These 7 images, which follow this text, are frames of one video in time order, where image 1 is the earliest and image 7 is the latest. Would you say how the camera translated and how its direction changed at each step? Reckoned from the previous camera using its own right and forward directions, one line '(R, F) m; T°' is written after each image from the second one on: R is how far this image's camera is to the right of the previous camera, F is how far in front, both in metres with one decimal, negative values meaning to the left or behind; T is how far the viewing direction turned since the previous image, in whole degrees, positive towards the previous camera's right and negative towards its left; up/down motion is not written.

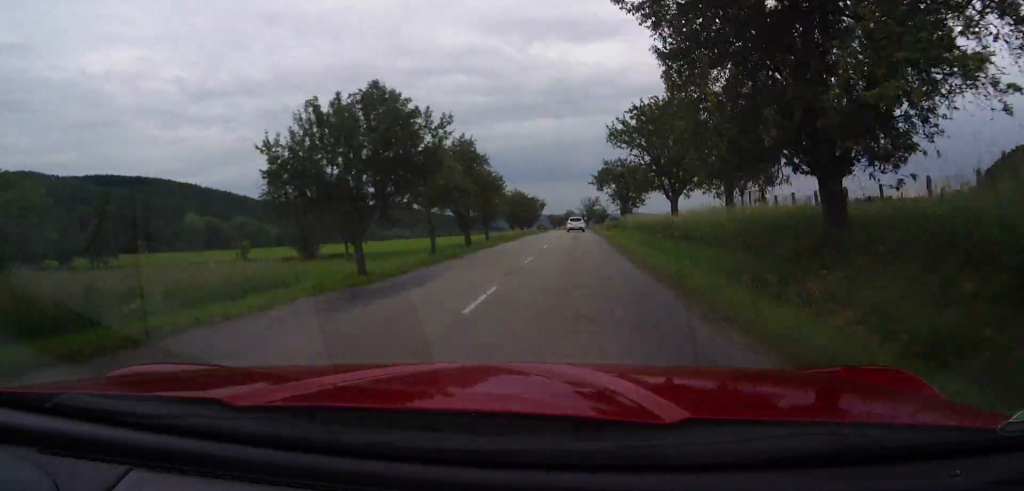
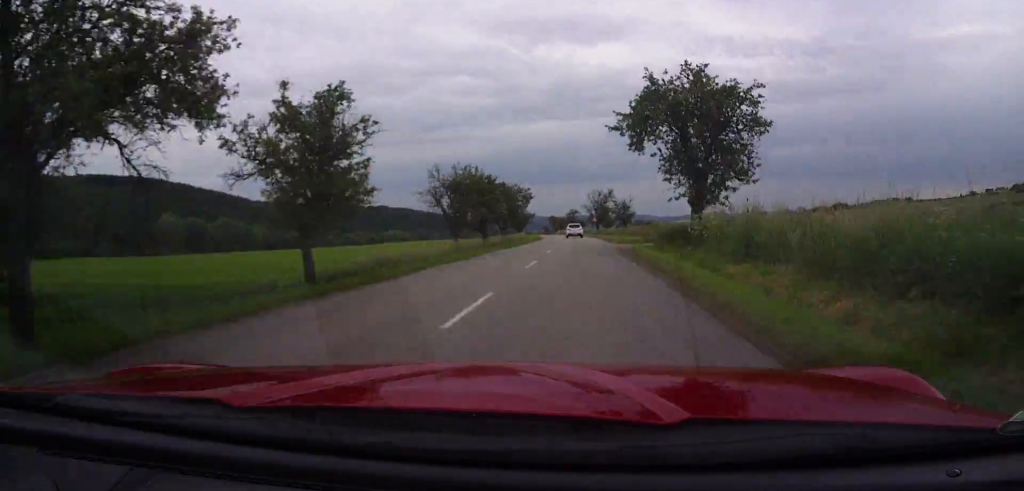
(-0.1, +37.4) m; 0°
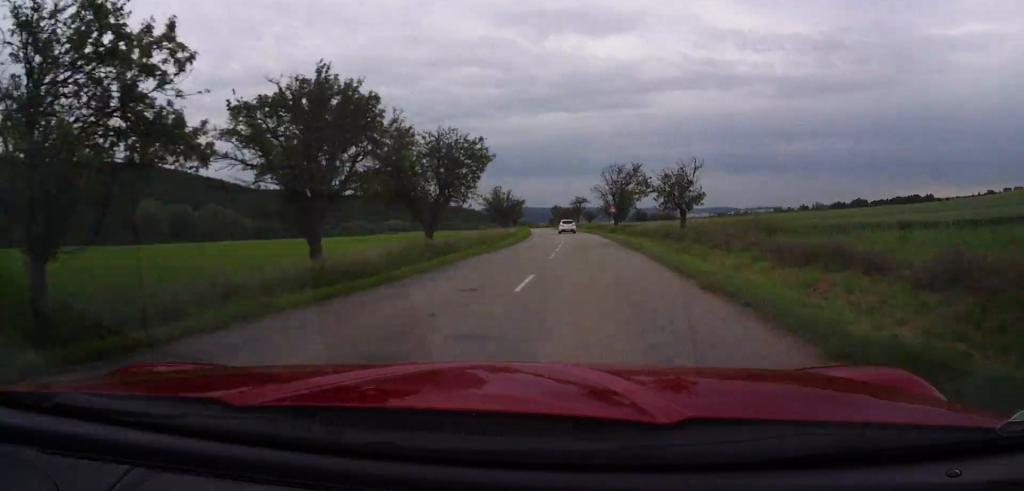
(+0.1, +33.0) m; -1°
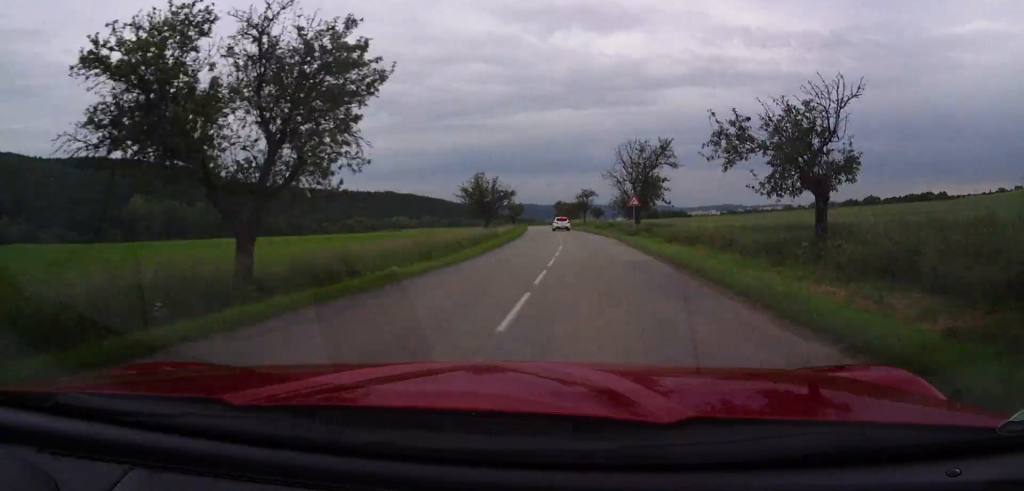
(0.0, +17.4) m; -1°
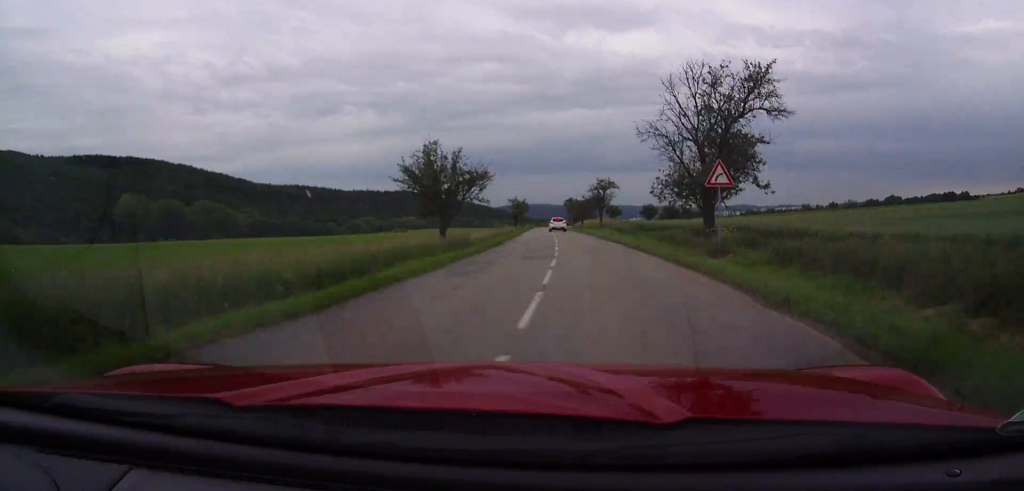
(-0.3, +22.4) m; -1°
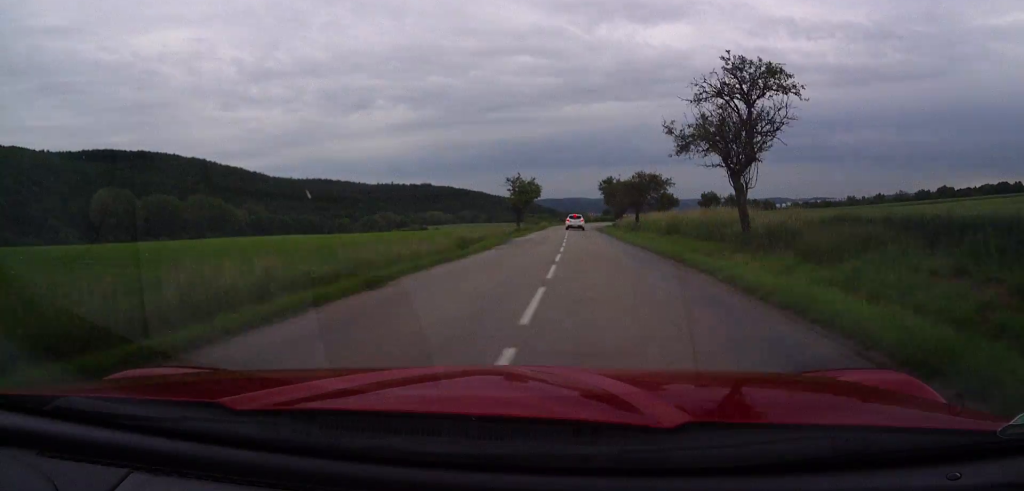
(-1.1, +50.1) m; -2°
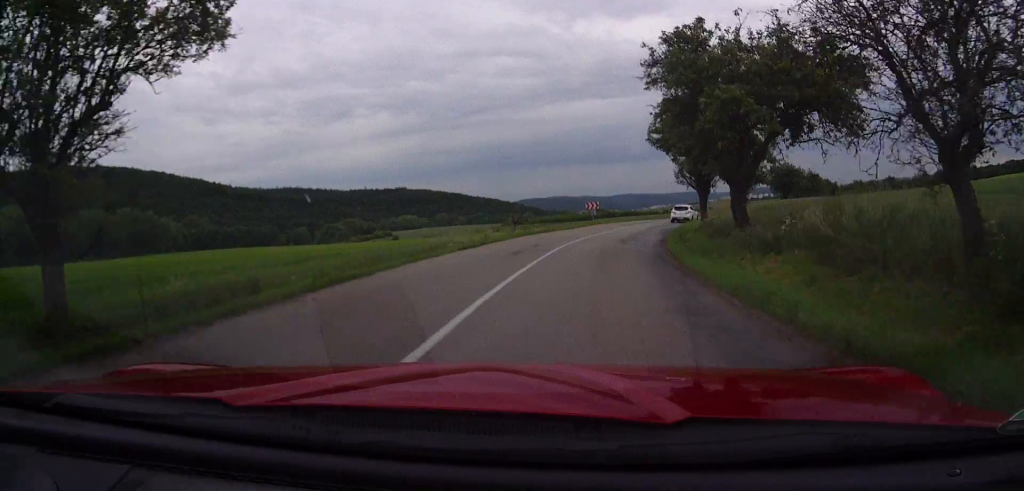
(-0.9, +73.0) m; +1°
